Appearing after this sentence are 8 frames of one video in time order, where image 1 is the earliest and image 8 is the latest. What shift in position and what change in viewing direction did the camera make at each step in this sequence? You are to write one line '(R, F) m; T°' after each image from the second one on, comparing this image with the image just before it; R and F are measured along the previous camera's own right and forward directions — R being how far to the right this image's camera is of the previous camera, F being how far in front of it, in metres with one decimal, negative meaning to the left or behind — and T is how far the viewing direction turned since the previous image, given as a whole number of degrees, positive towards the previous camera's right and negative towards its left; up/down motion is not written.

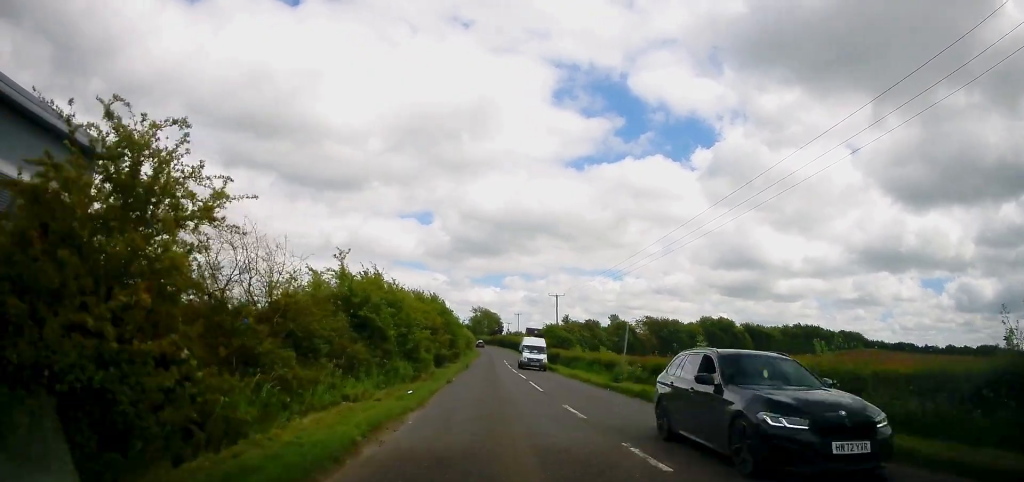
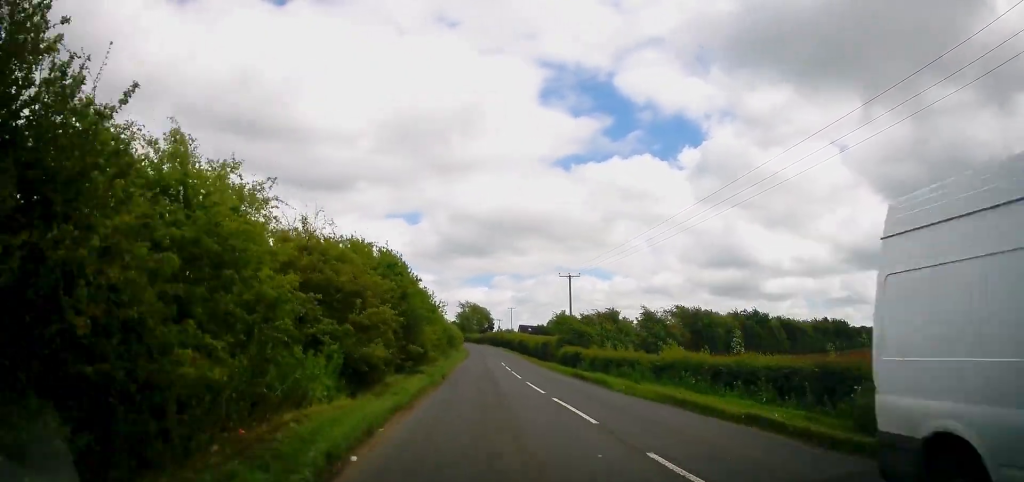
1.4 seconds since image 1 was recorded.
(-0.4, +19.8) m; 0°
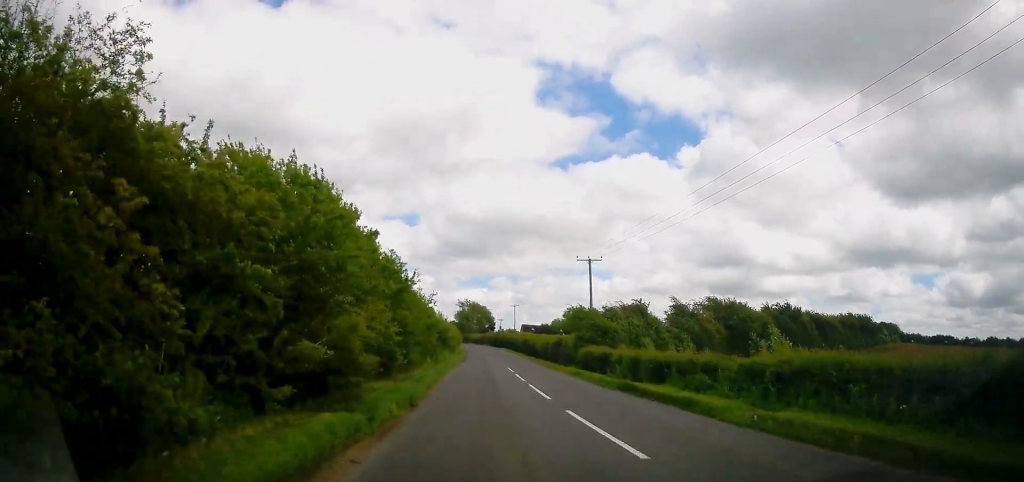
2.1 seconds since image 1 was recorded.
(+0.1, +11.0) m; +1°
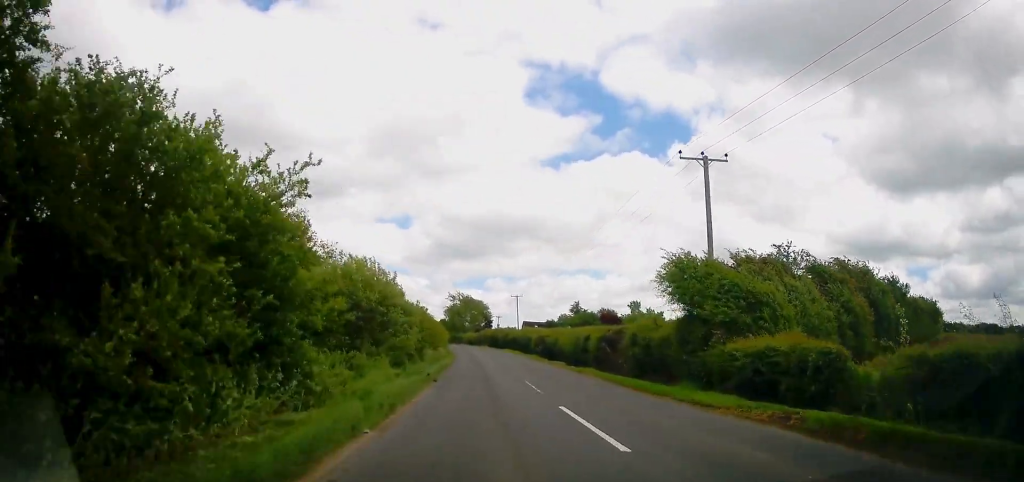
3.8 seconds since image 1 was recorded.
(+0.4, +26.3) m; +1°
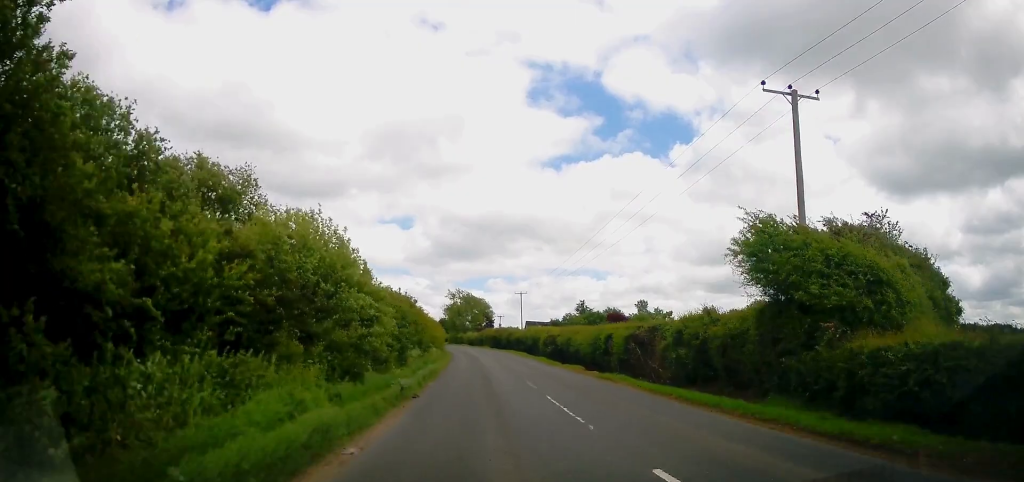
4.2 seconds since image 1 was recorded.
(-0.1, +6.8) m; -1°
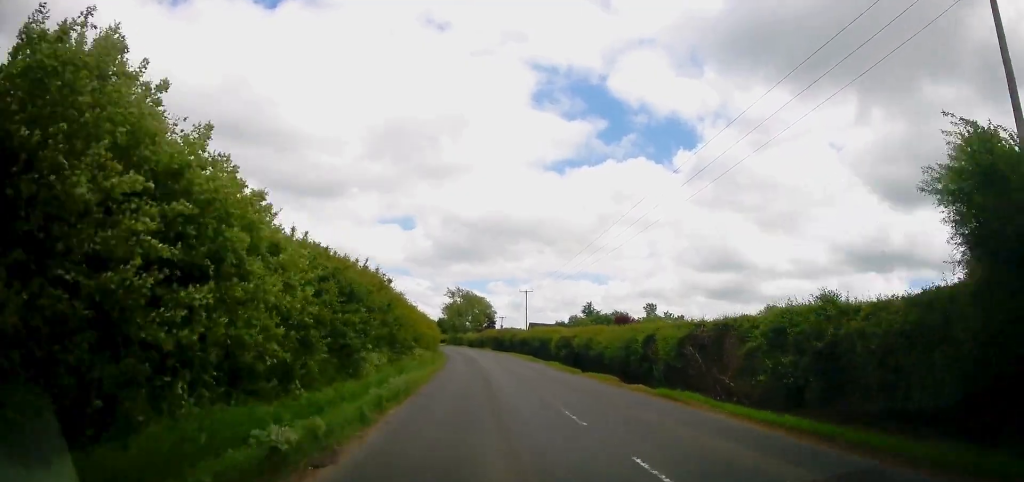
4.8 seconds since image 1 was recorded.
(-0.1, +8.3) m; 0°
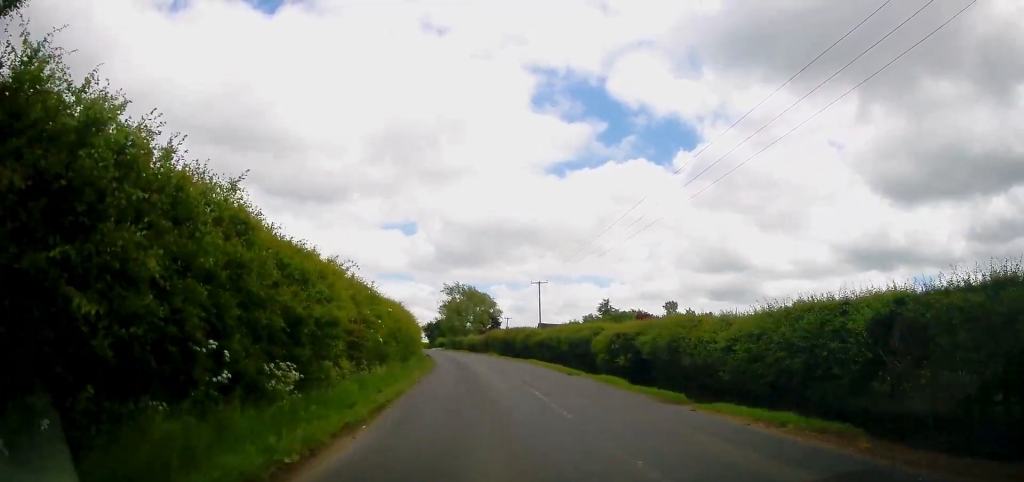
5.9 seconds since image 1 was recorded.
(+0.1, +17.0) m; 0°
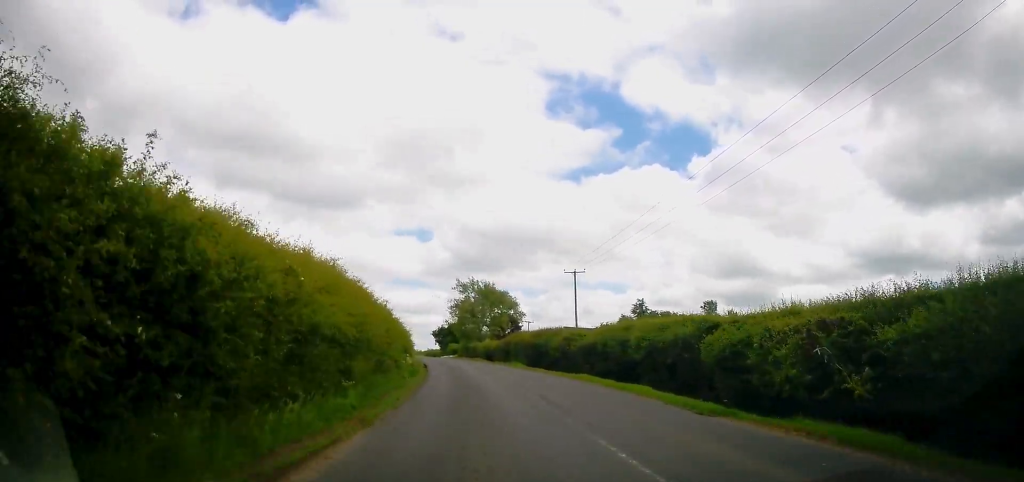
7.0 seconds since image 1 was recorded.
(-0.2, +16.9) m; -2°
